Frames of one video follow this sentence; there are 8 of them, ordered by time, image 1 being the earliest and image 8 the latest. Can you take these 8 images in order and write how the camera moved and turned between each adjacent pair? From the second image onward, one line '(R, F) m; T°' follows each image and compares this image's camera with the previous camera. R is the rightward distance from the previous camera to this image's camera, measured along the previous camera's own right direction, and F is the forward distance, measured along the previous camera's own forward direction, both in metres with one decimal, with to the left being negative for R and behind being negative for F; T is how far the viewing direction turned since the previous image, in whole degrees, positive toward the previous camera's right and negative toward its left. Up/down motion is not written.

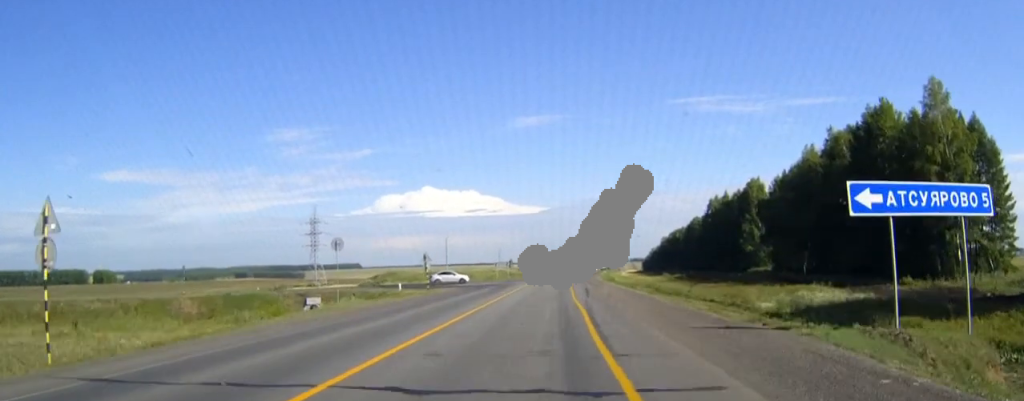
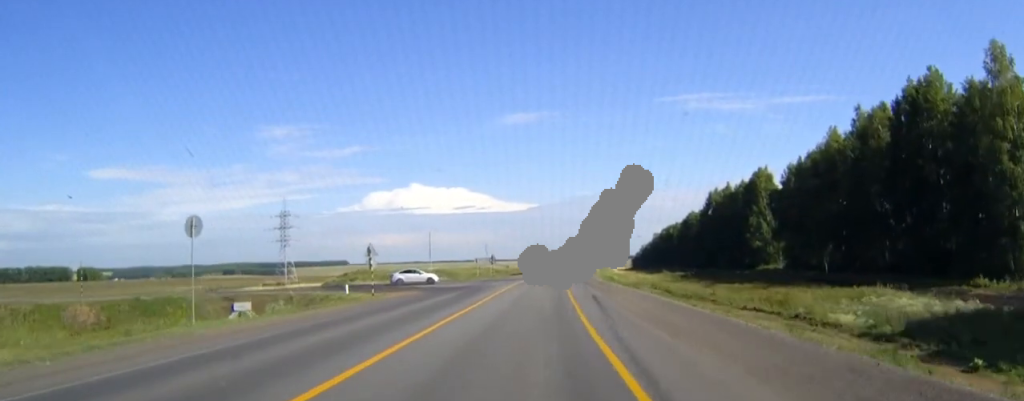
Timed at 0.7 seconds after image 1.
(+0.1, +15.3) m; 0°
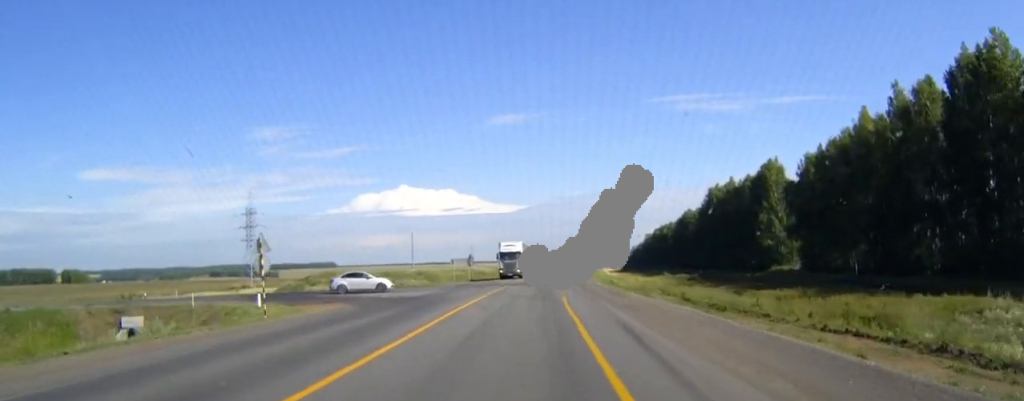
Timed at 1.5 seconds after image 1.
(0.0, +15.4) m; -1°
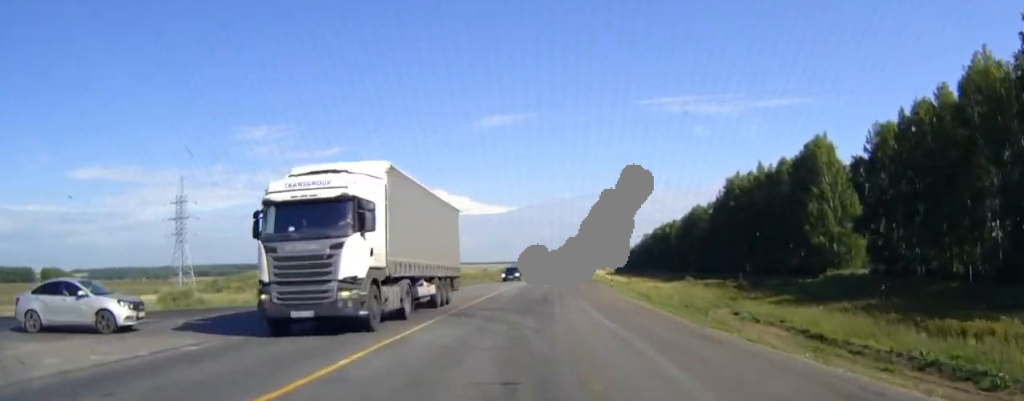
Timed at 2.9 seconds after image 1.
(-0.5, +30.8) m; +1°
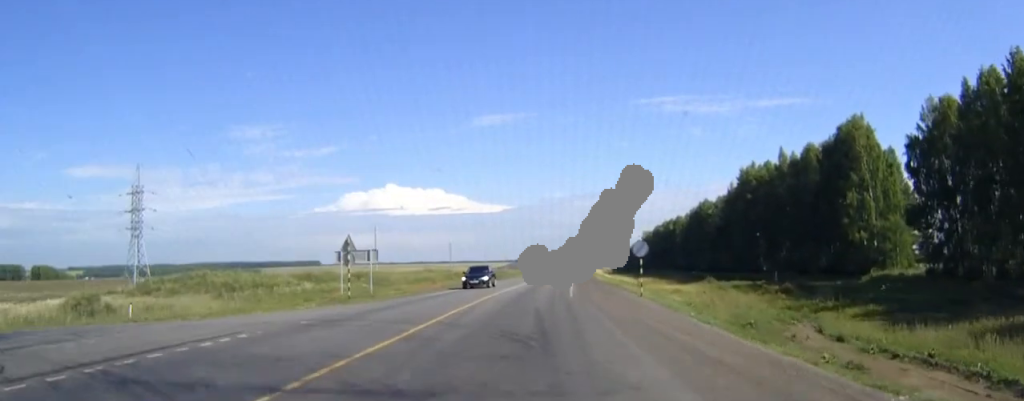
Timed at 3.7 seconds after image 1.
(+0.5, +15.5) m; +2°
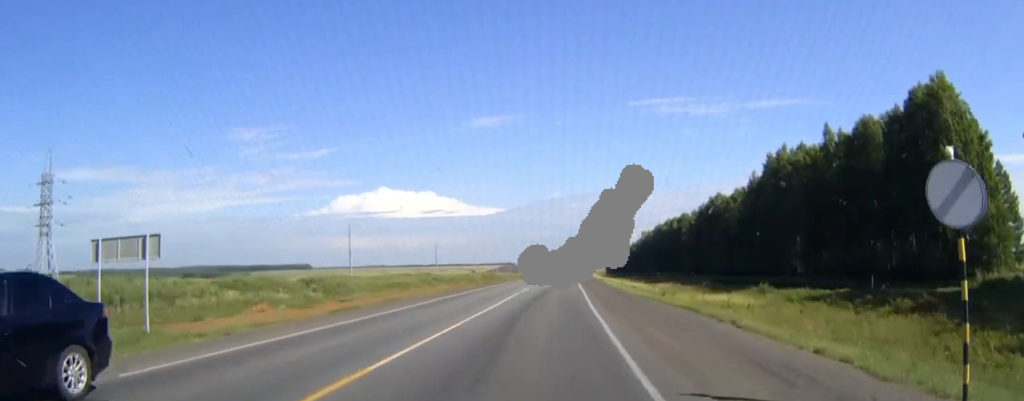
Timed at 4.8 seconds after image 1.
(+0.8, +25.6) m; +2°
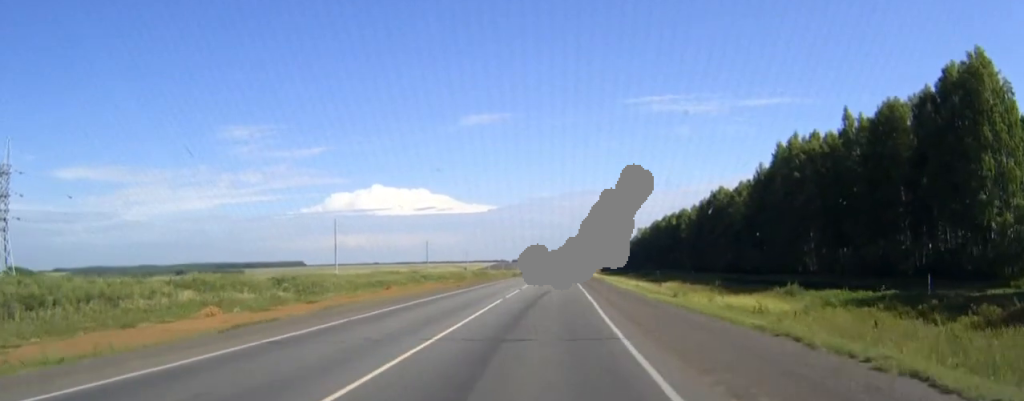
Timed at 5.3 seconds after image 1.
(0.0, +9.9) m; 0°
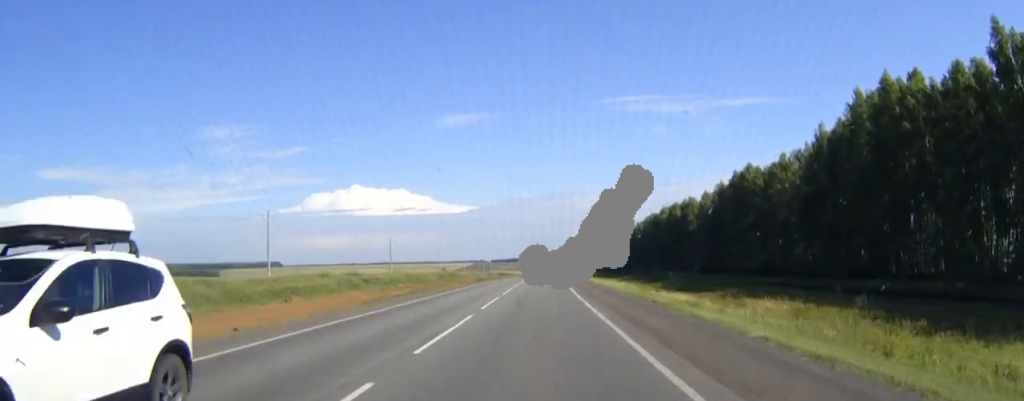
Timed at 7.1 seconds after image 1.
(+0.3, +44.7) m; +1°
